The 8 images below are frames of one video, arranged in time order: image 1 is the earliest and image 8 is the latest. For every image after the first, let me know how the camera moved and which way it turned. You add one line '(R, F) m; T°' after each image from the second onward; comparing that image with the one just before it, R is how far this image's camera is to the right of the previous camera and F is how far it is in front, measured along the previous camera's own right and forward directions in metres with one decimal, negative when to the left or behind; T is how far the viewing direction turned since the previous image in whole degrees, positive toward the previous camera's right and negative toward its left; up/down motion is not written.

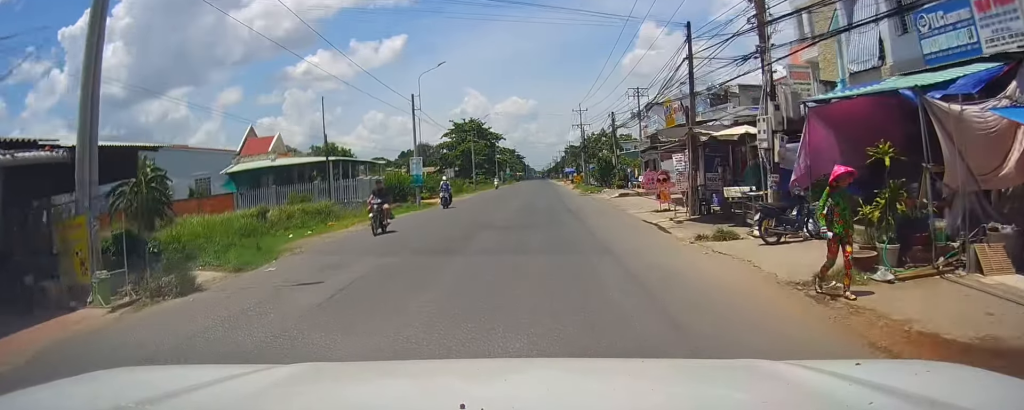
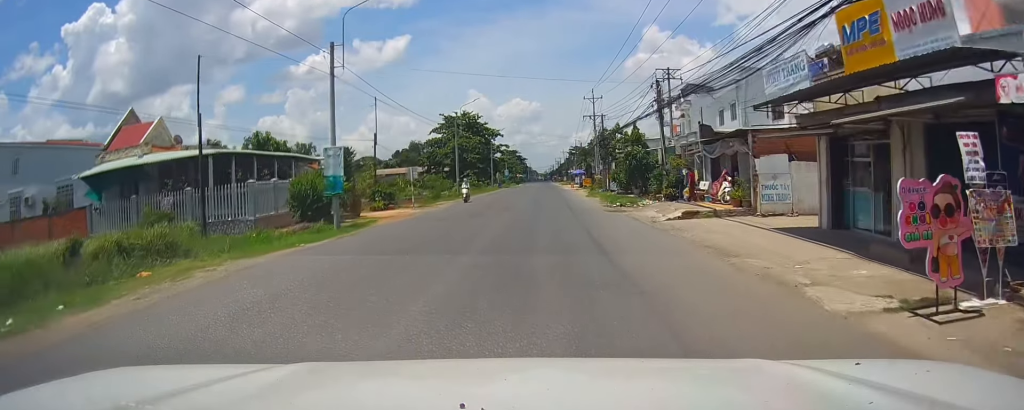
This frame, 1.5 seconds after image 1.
(-0.2, +17.0) m; +1°
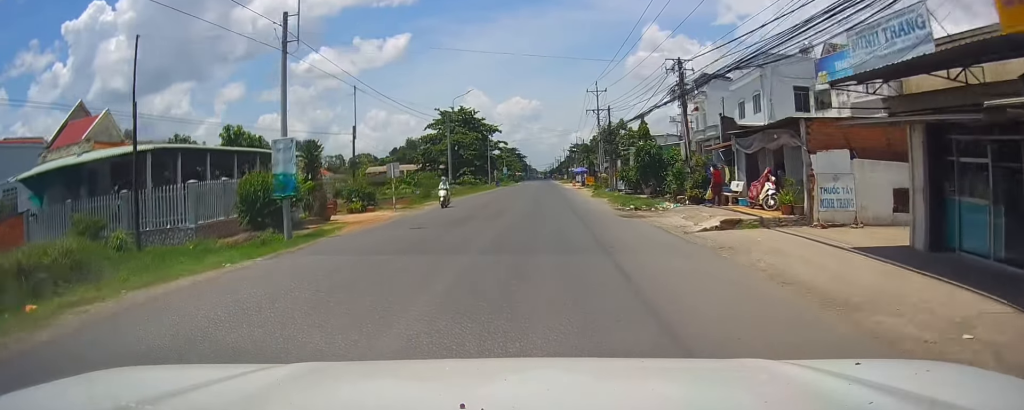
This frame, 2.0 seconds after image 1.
(-0.1, +5.2) m; +1°
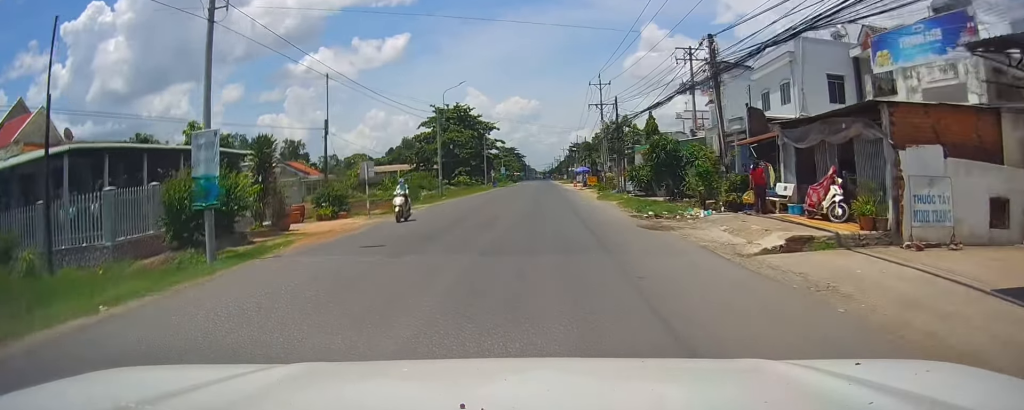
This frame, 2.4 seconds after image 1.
(+0.2, +5.0) m; 0°
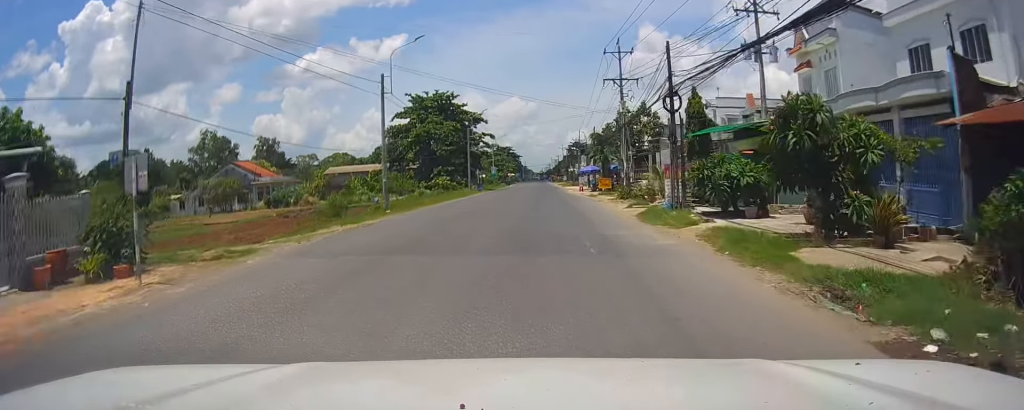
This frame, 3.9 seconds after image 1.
(0.0, +17.1) m; -2°
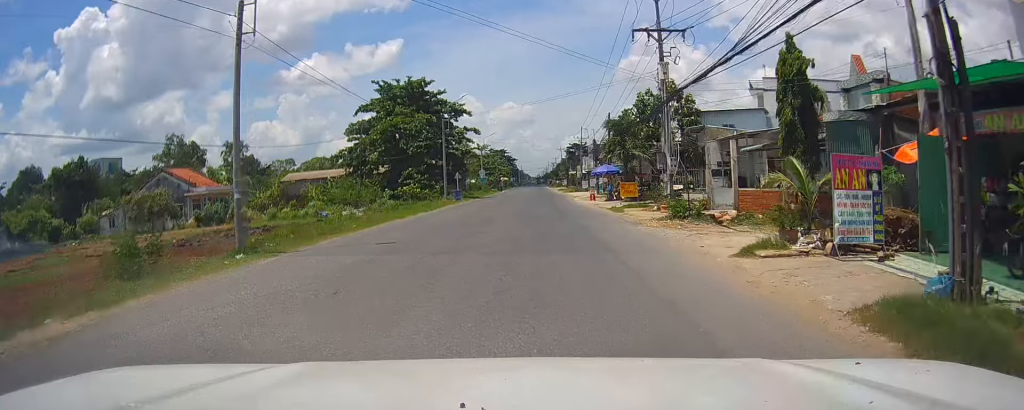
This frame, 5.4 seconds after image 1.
(-0.3, +16.6) m; -1°
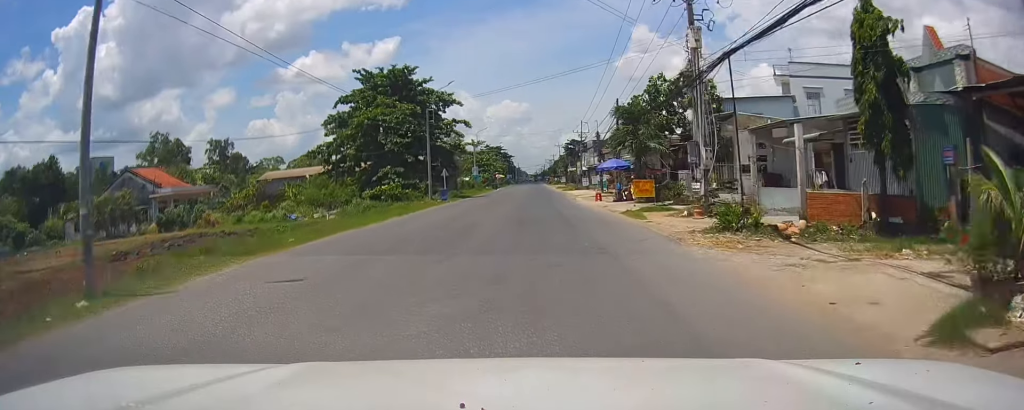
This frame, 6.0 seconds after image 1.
(0.0, +6.5) m; 0°
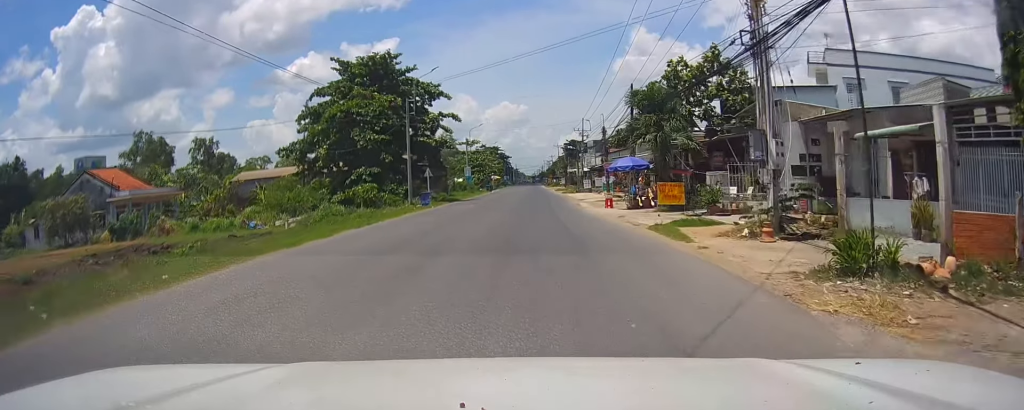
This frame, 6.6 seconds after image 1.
(0.0, +7.0) m; +2°
